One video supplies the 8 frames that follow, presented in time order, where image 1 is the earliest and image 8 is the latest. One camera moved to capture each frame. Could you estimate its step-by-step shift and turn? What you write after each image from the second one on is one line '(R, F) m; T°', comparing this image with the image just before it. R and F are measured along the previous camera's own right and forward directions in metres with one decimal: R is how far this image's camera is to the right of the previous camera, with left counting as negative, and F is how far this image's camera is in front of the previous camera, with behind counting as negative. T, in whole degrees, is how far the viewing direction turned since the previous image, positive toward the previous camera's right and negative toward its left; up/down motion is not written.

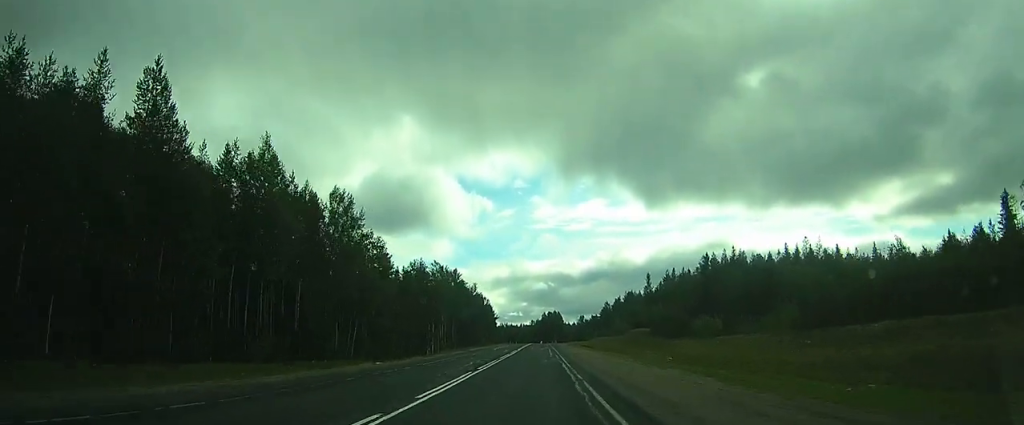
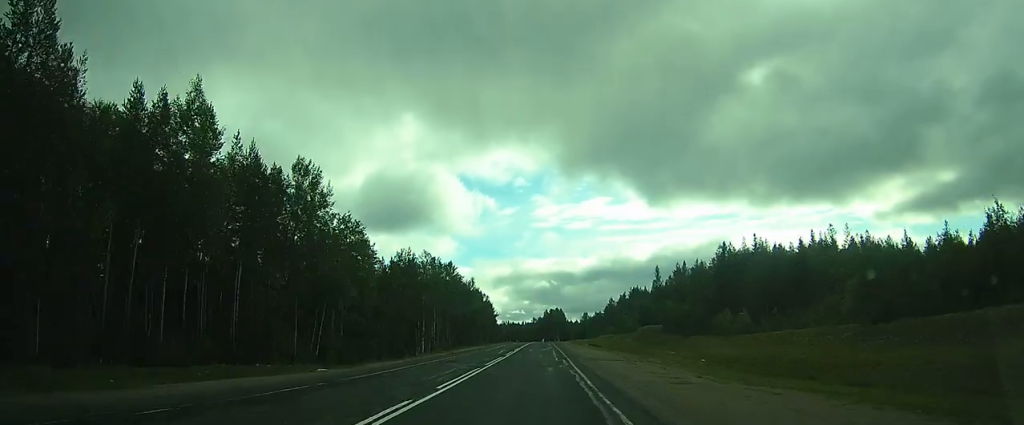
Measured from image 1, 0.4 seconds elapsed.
(0.0, +10.5) m; 0°
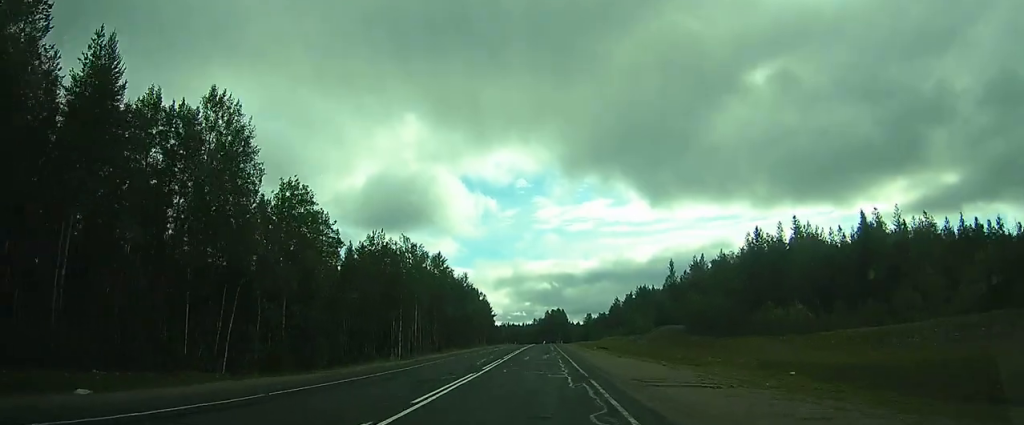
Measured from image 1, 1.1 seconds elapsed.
(0.0, +16.2) m; 0°
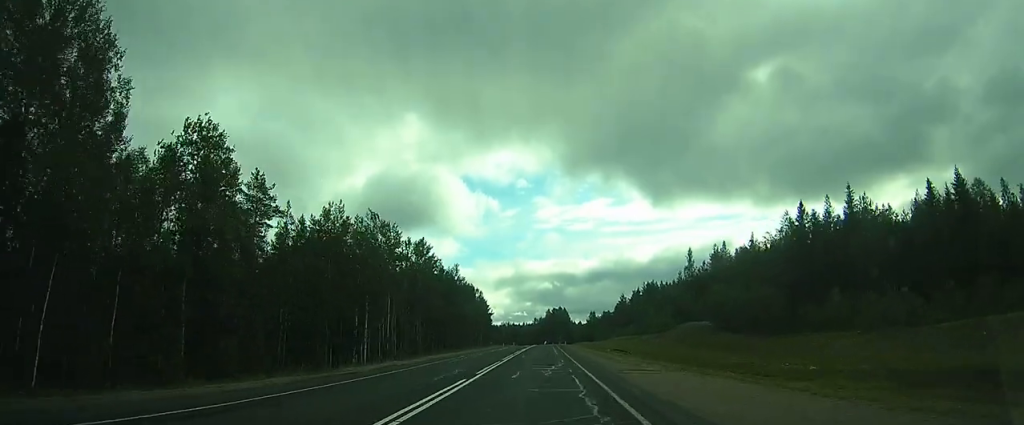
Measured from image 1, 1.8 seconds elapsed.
(0.0, +16.2) m; 0°
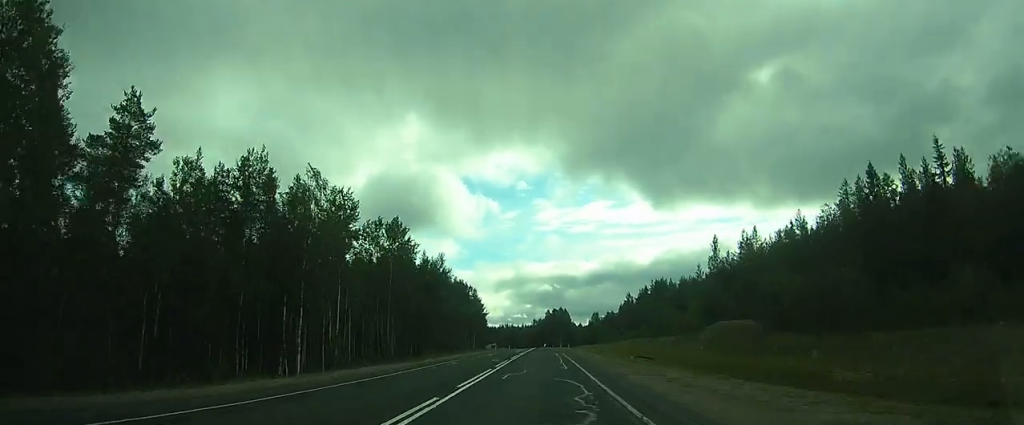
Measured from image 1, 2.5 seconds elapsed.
(0.0, +17.9) m; 0°
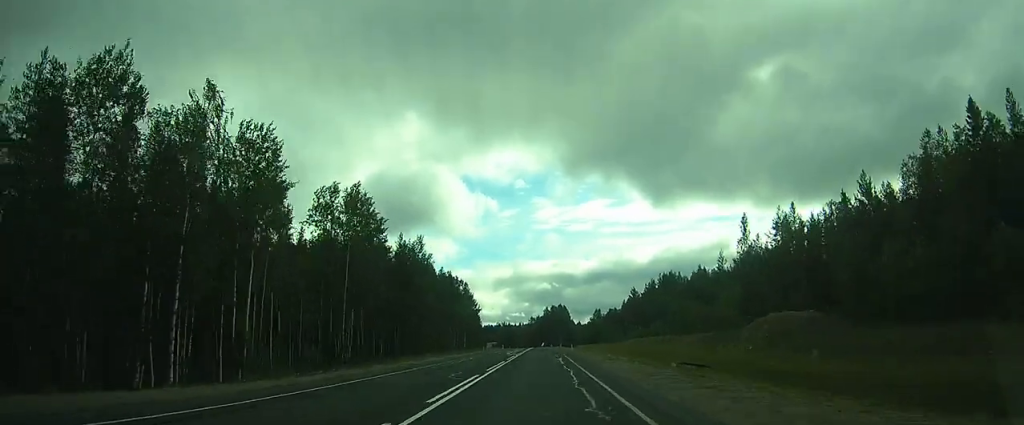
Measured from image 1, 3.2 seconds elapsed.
(0.0, +17.1) m; 0°
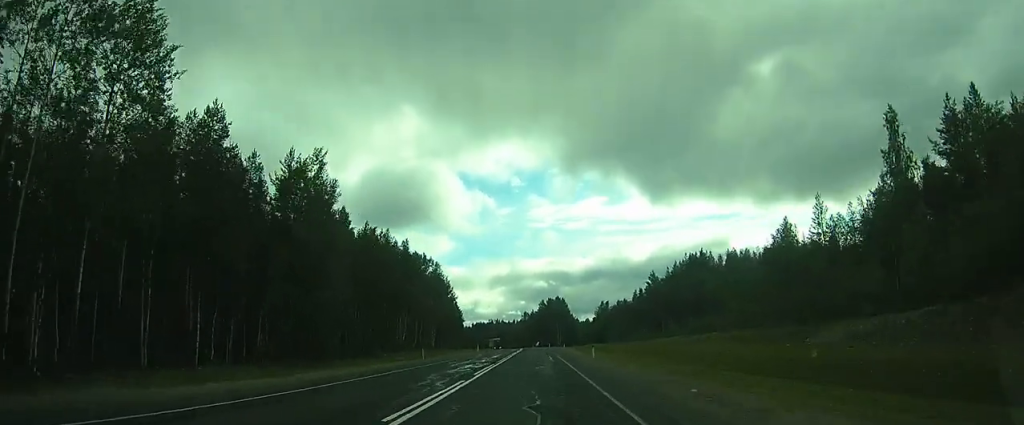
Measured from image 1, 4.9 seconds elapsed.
(-0.2, +41.8) m; 0°
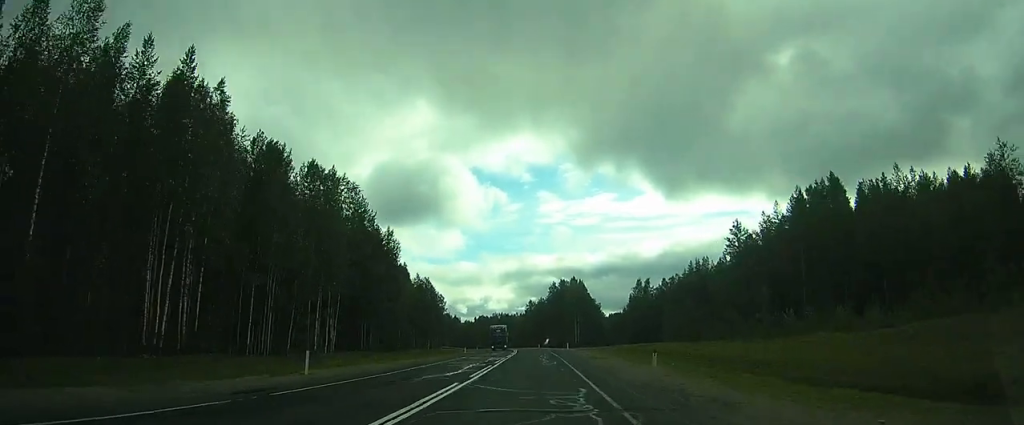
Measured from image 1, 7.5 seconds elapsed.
(+1.1, +64.1) m; -4°
